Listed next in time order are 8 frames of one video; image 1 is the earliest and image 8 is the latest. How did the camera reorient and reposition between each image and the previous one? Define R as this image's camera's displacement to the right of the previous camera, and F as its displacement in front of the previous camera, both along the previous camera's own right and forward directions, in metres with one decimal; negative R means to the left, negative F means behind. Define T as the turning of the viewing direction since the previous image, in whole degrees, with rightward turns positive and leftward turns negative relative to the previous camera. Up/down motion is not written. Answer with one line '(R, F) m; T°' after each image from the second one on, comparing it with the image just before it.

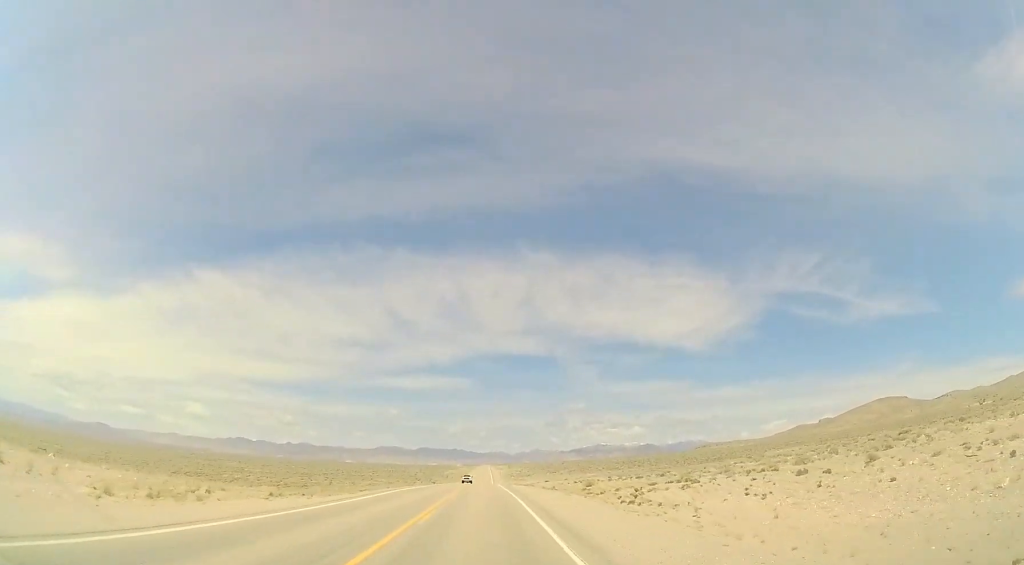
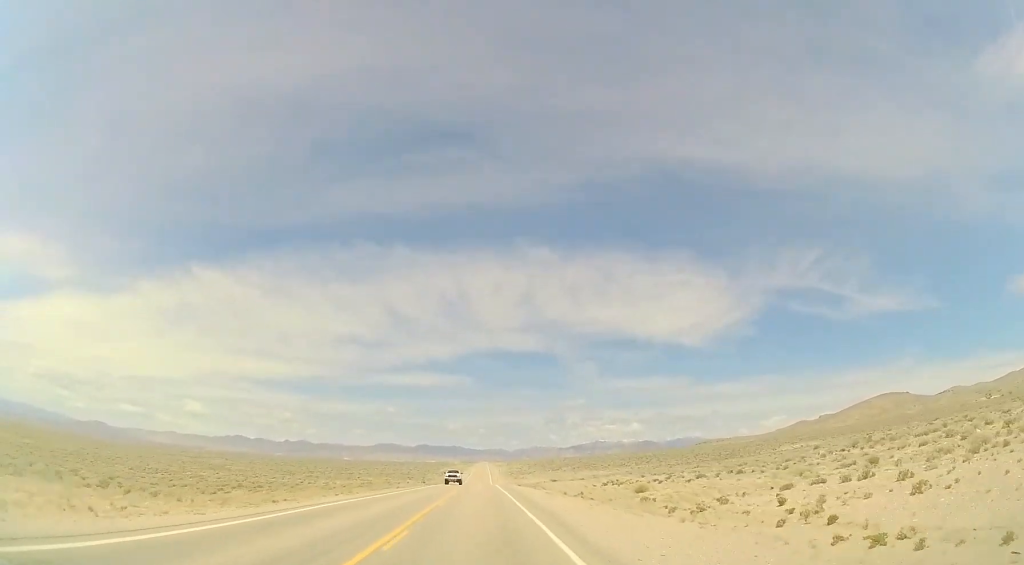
(+0.2, +17.2) m; +1°
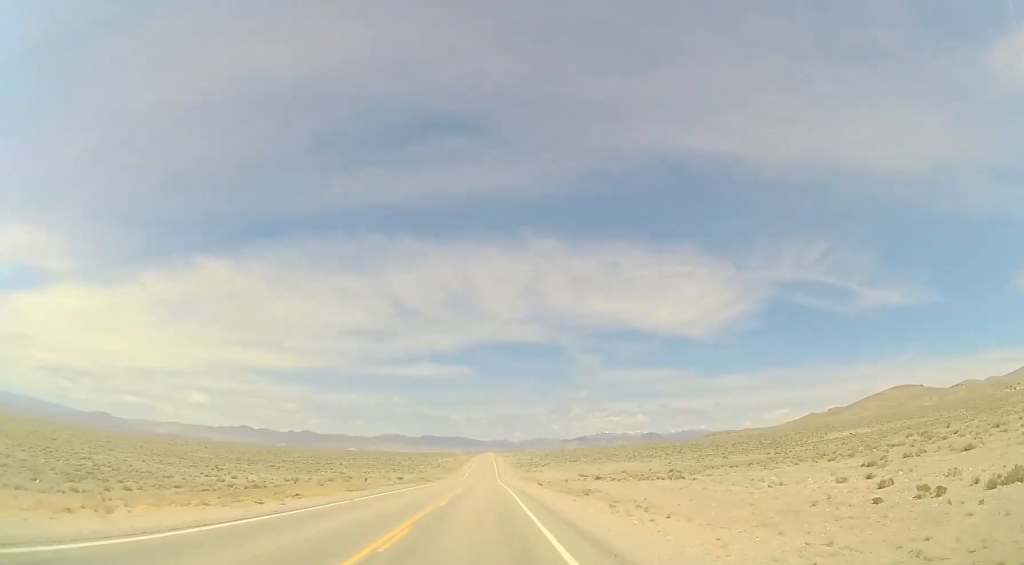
(-0.4, +37.0) m; -2°
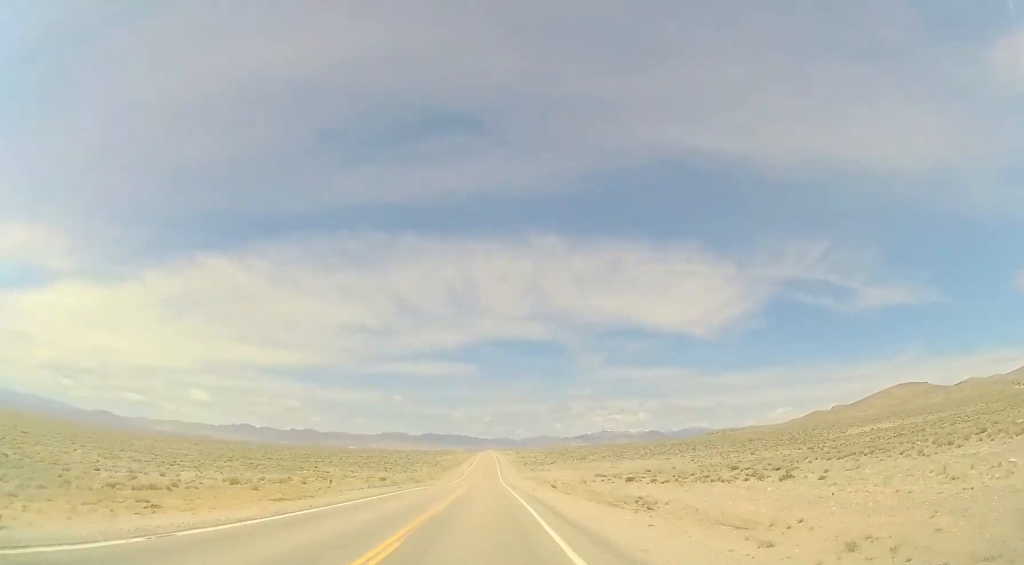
(-0.3, +14.2) m; -1°
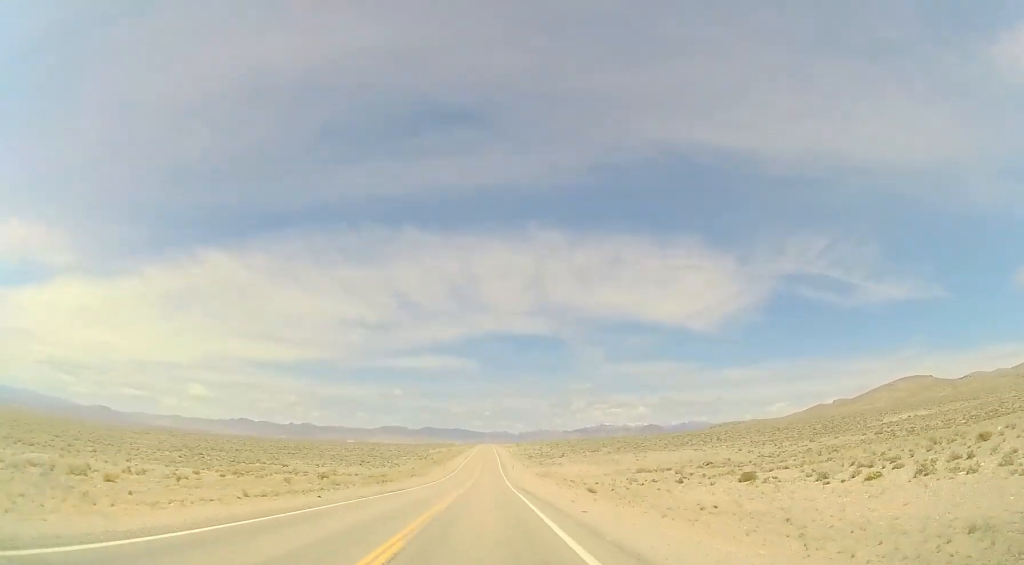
(+0.3, +24.3) m; 0°
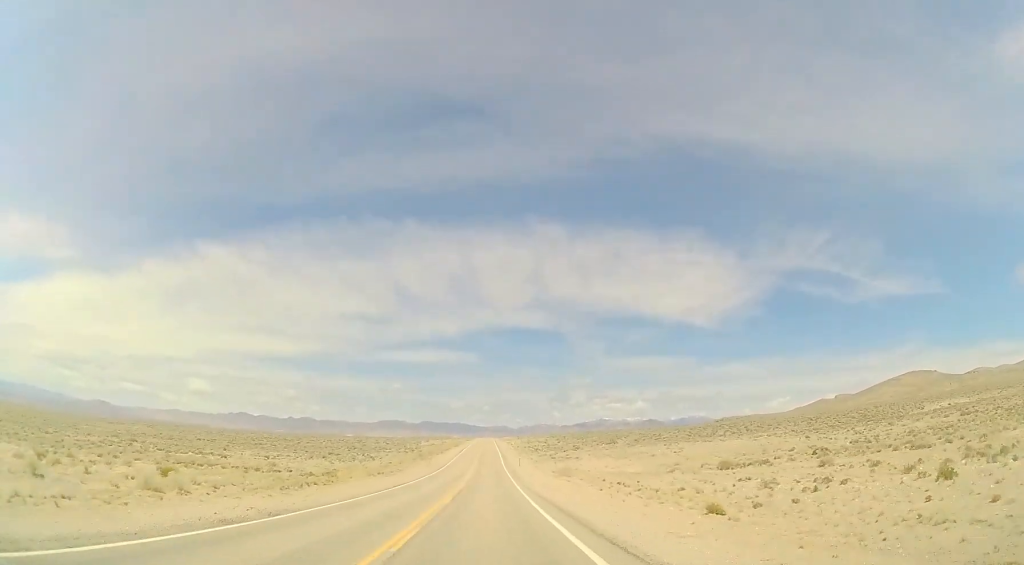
(-0.1, +22.6) m; +1°
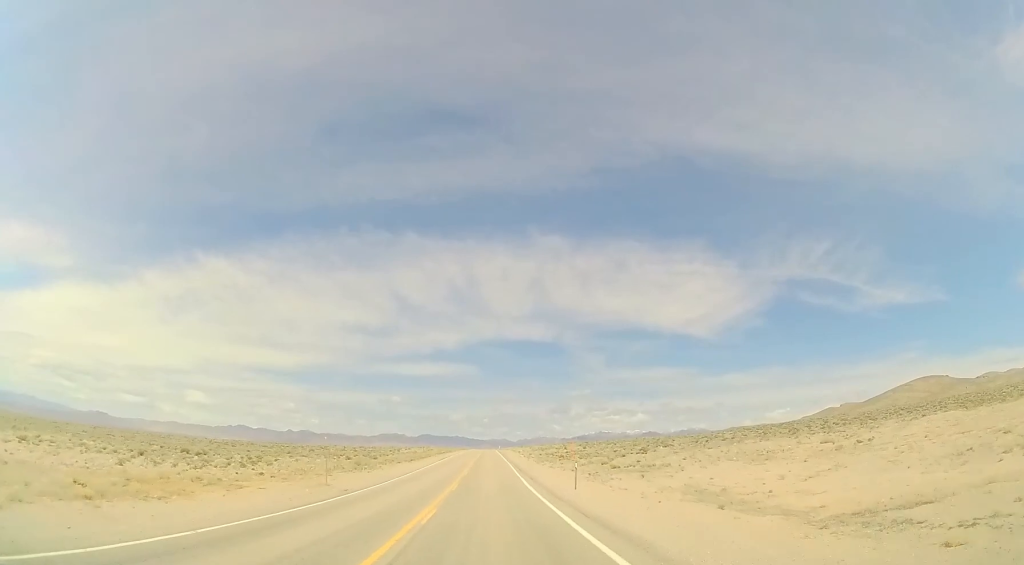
(+0.4, +45.7) m; +1°
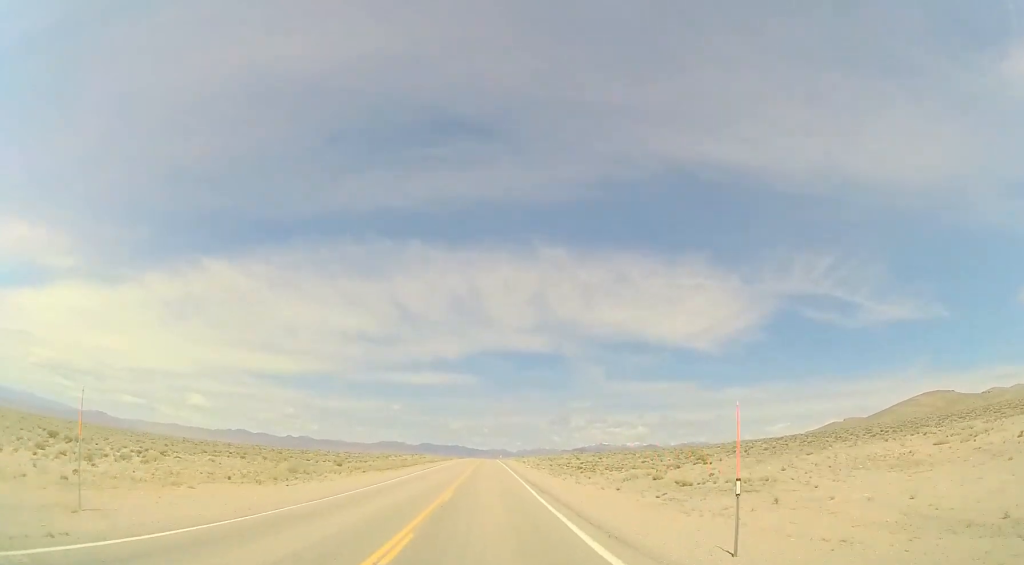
(-0.1, +17.3) m; 0°
